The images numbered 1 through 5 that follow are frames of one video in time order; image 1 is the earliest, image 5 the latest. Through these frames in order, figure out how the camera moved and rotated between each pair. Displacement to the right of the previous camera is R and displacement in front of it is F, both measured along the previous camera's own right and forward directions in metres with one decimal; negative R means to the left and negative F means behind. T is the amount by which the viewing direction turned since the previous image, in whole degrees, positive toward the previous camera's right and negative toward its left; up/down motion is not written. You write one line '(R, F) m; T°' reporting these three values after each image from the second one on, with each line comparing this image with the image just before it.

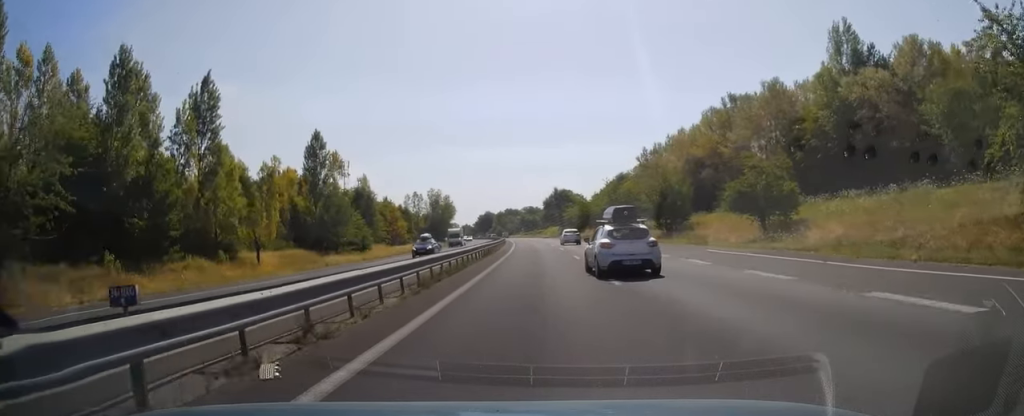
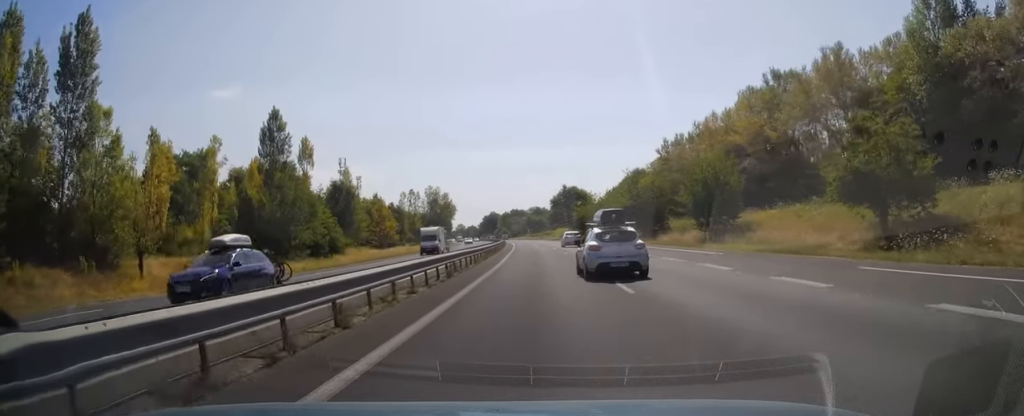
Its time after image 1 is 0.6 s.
(-0.3, +14.9) m; 0°
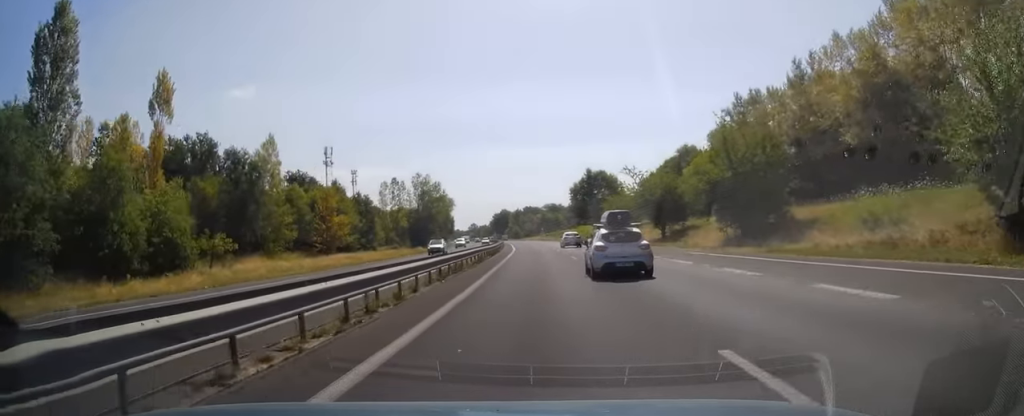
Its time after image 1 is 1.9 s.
(+0.1, +35.4) m; -1°
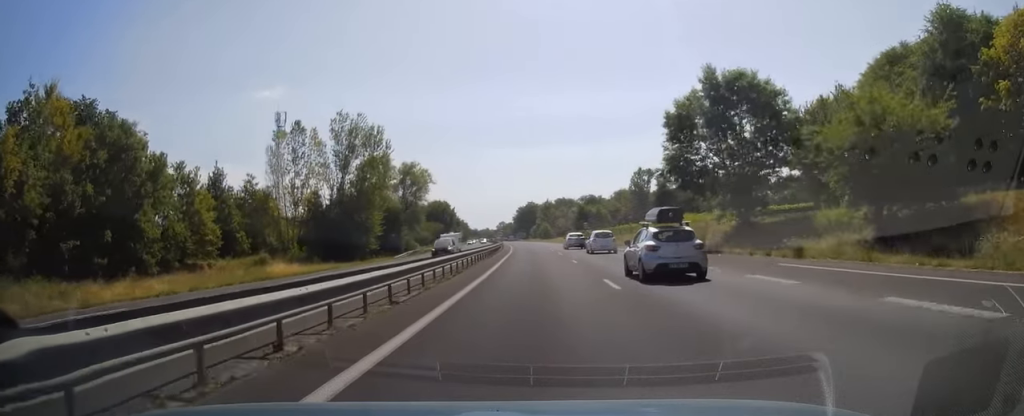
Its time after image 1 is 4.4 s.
(-2.1, +68.3) m; -4°
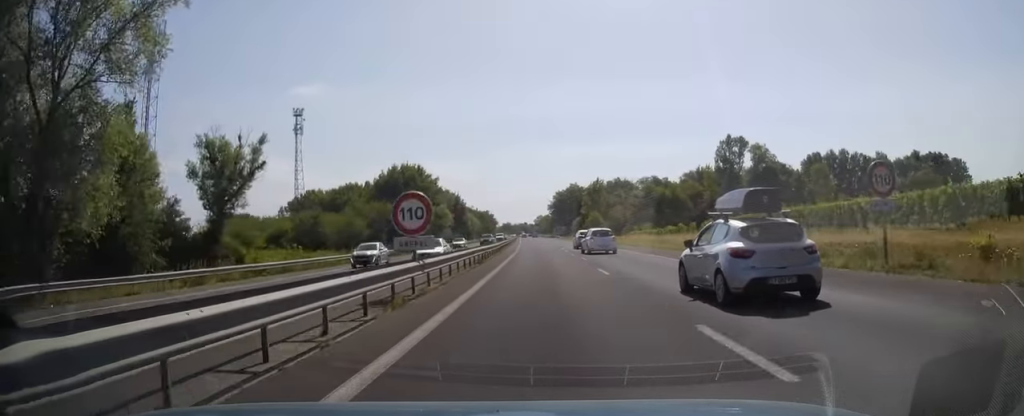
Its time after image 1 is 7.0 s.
(-1.7, +74.3) m; -3°
